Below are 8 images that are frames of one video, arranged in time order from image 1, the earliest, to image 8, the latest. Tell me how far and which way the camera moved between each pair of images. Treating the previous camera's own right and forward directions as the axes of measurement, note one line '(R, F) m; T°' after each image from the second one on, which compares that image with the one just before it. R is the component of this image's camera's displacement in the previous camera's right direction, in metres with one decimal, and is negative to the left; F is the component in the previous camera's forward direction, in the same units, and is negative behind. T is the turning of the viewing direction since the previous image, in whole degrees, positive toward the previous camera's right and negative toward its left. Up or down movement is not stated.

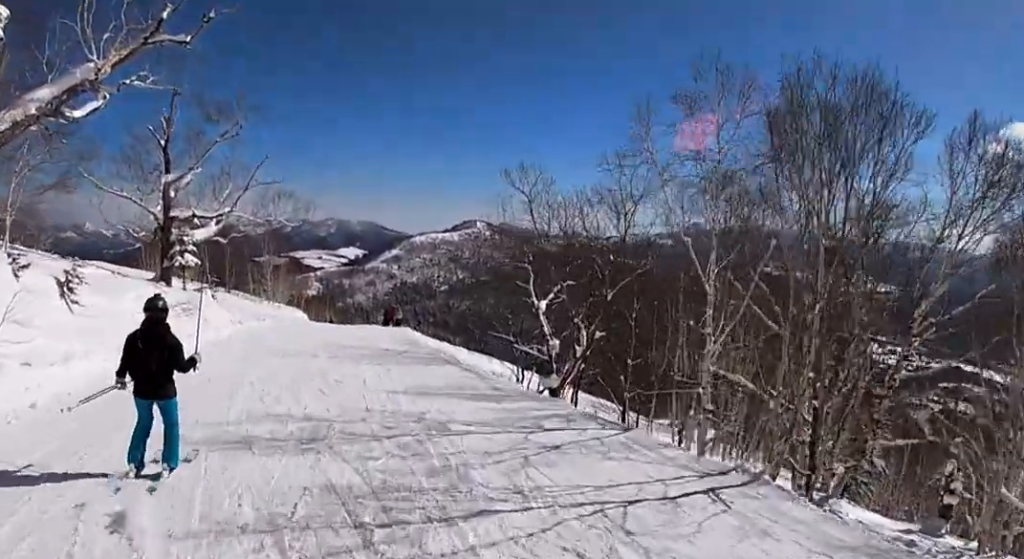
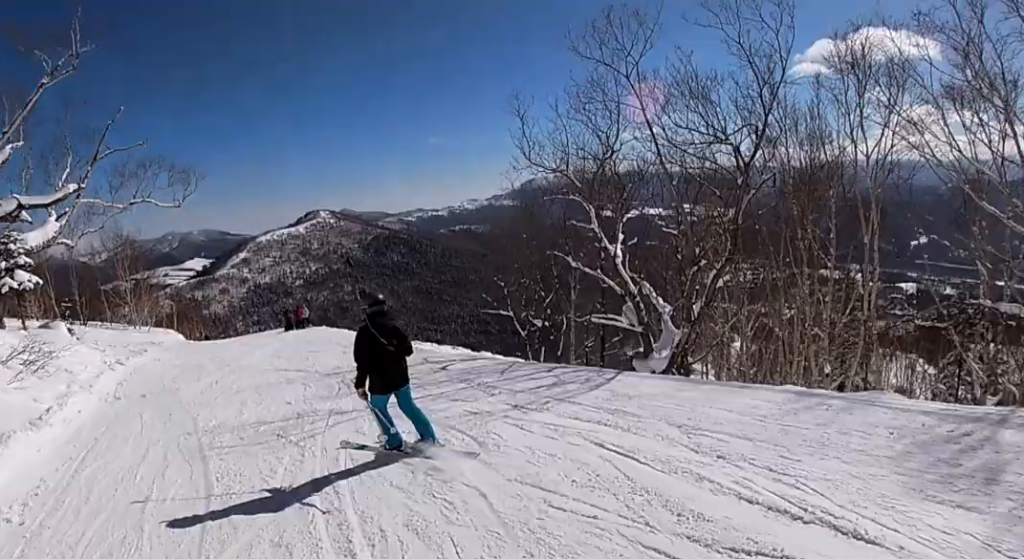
(0.0, +10.5) m; 0°
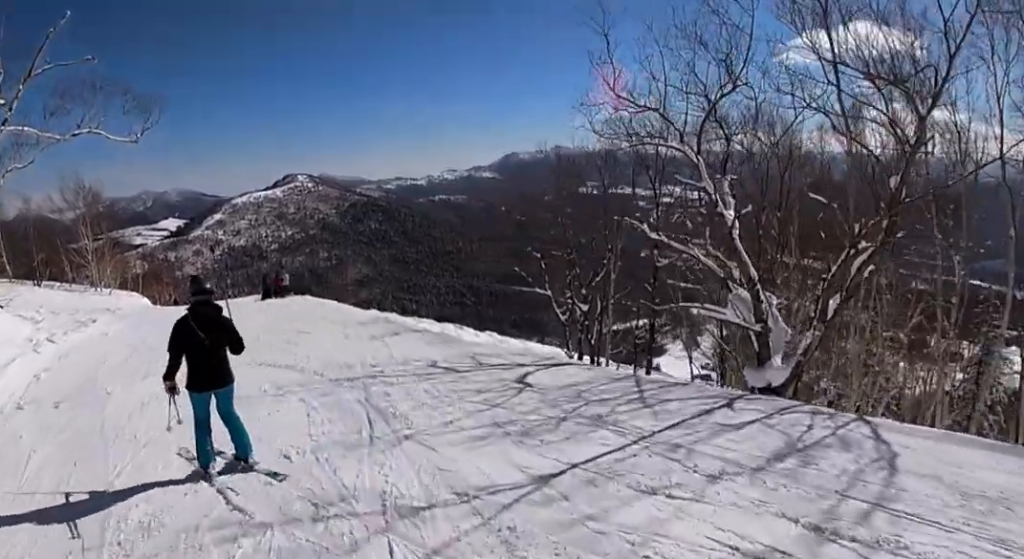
(0.0, +4.9) m; 0°
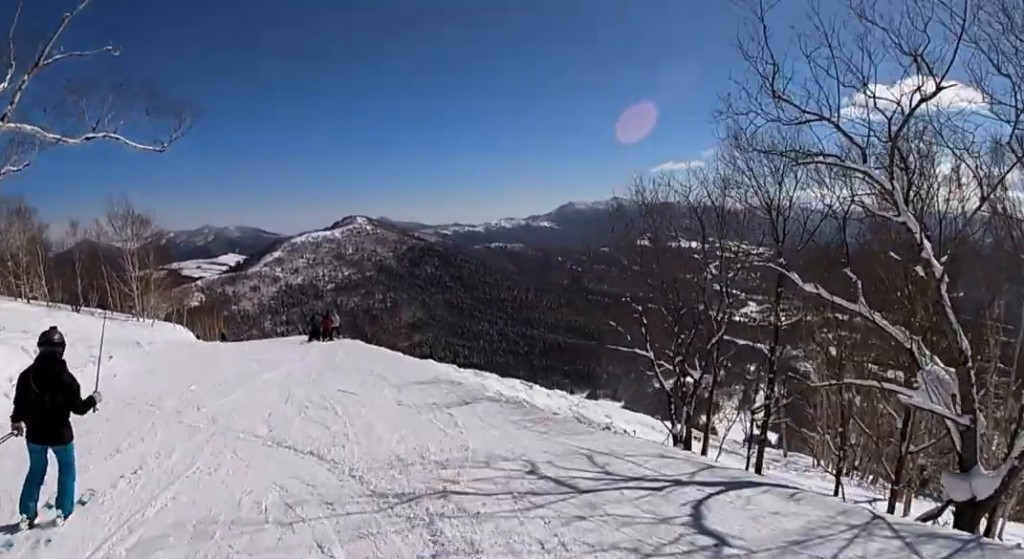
(0.0, +3.5) m; 0°
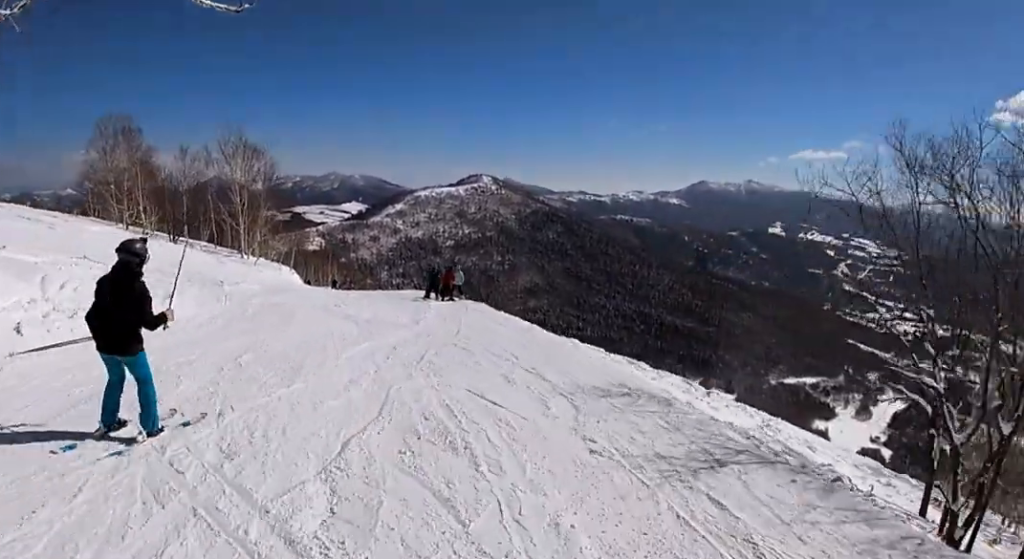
(0.0, +5.1) m; 0°
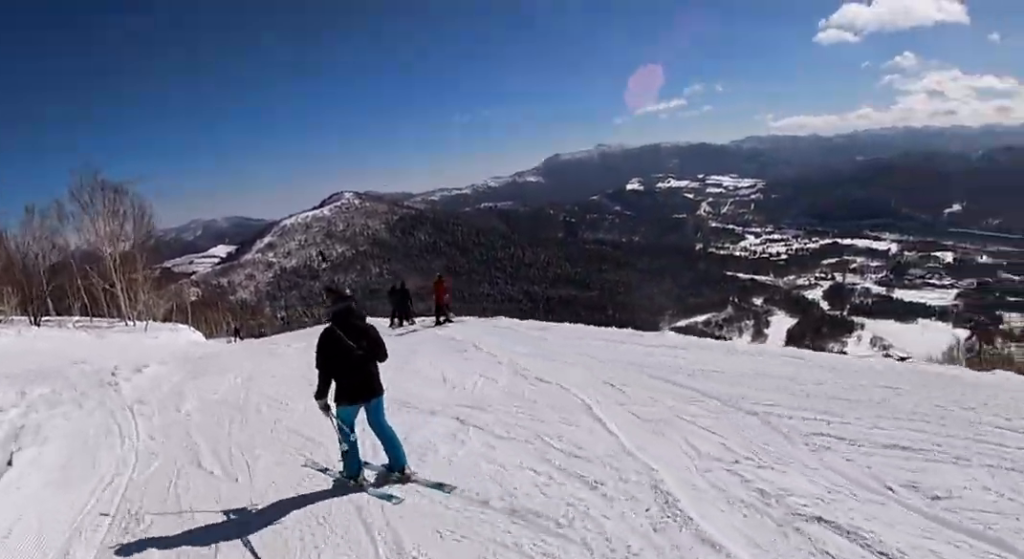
(0.0, +9.1) m; 0°
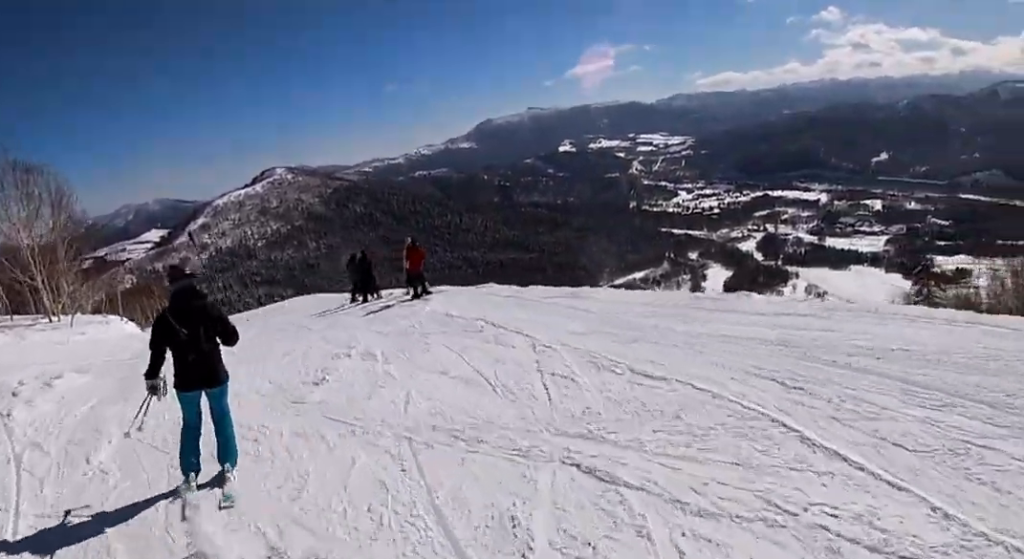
(0.0, +3.4) m; 0°
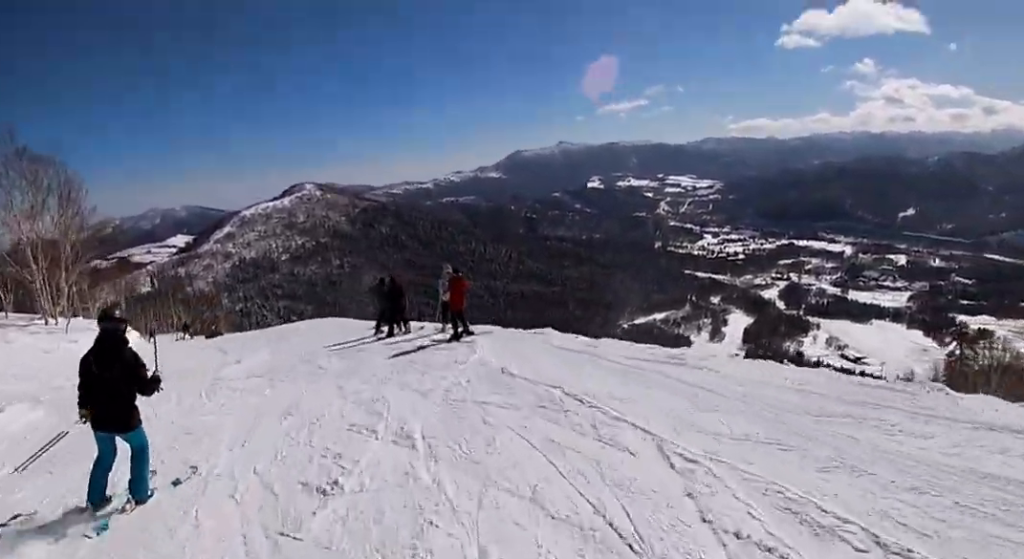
(0.0, +3.1) m; 0°
